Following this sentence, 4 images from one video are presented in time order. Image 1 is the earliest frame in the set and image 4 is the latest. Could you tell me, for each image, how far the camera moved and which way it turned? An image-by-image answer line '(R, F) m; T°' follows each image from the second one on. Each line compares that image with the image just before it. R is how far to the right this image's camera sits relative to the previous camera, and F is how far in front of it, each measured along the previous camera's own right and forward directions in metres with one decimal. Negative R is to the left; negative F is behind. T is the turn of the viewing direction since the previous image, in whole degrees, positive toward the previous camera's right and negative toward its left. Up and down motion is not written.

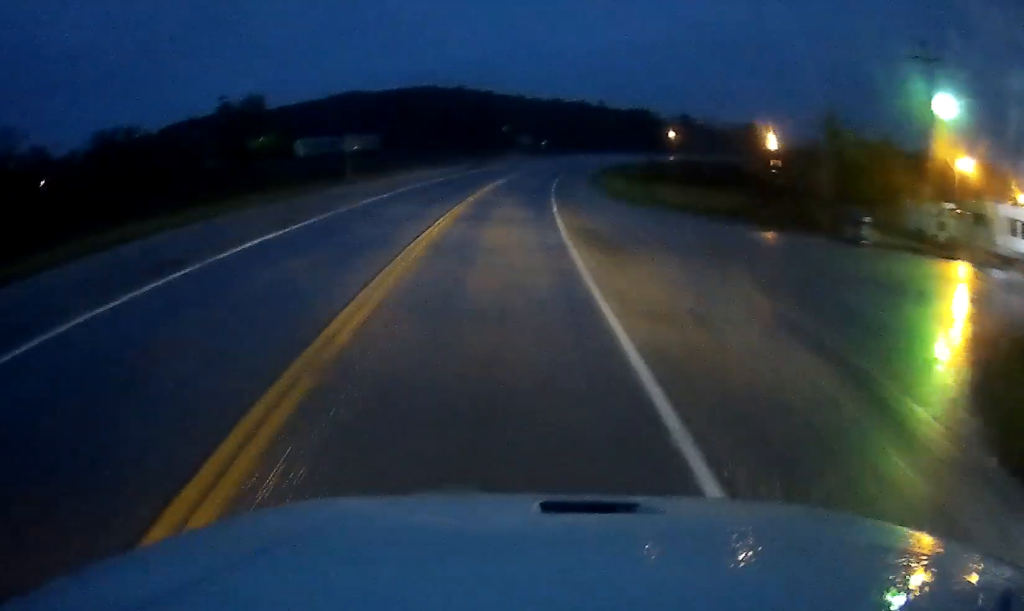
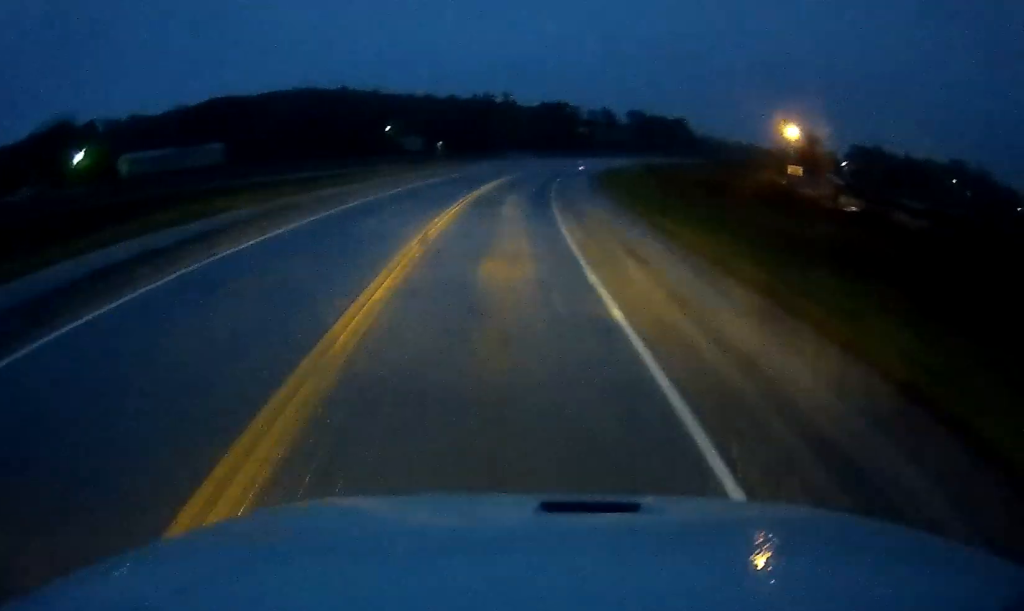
(+3.0, +50.2) m; +6°
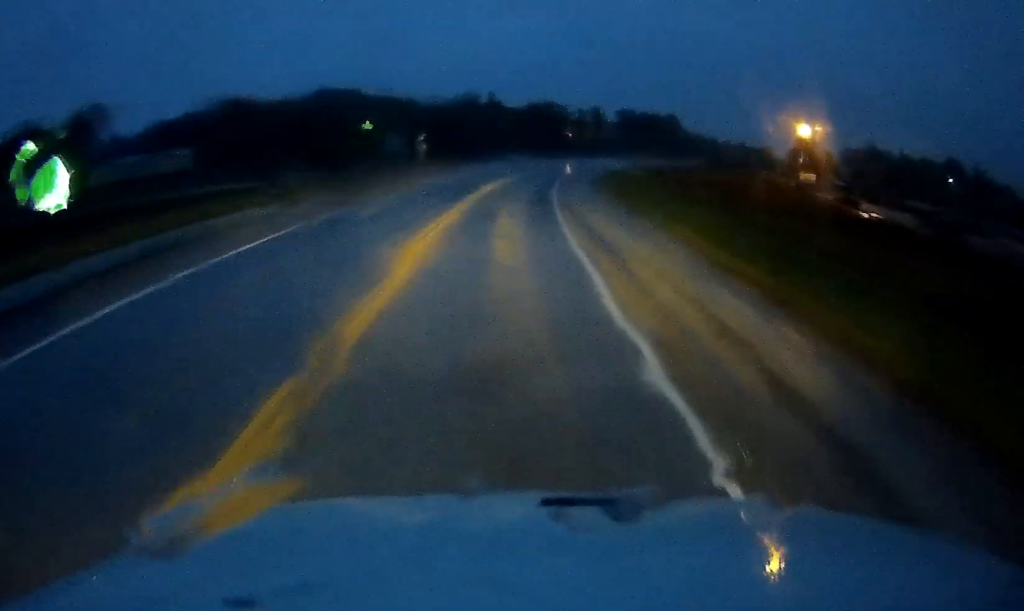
(+0.1, +8.8) m; +2°
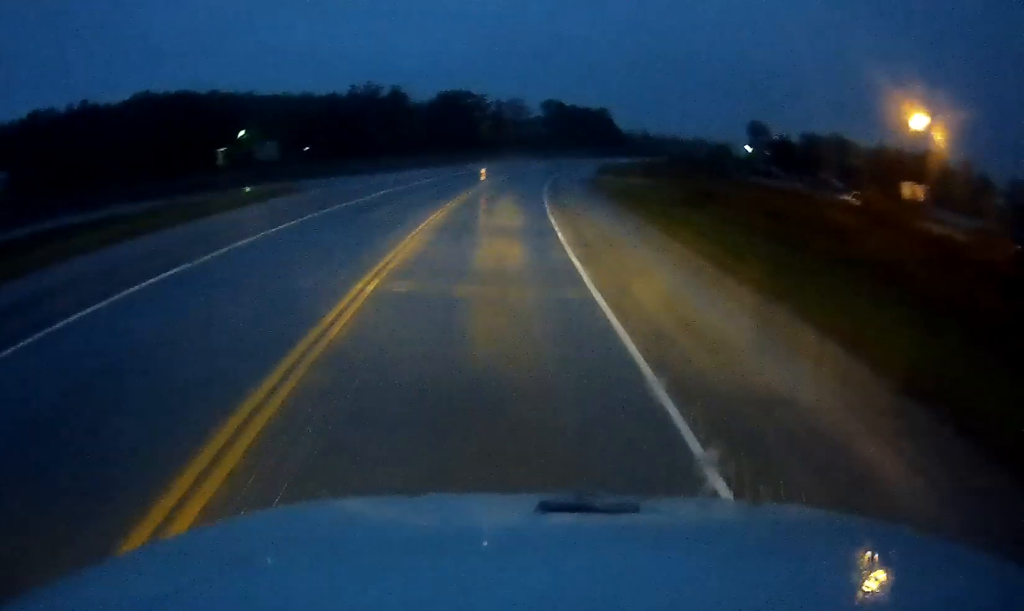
(+2.9, +40.4) m; +8°
